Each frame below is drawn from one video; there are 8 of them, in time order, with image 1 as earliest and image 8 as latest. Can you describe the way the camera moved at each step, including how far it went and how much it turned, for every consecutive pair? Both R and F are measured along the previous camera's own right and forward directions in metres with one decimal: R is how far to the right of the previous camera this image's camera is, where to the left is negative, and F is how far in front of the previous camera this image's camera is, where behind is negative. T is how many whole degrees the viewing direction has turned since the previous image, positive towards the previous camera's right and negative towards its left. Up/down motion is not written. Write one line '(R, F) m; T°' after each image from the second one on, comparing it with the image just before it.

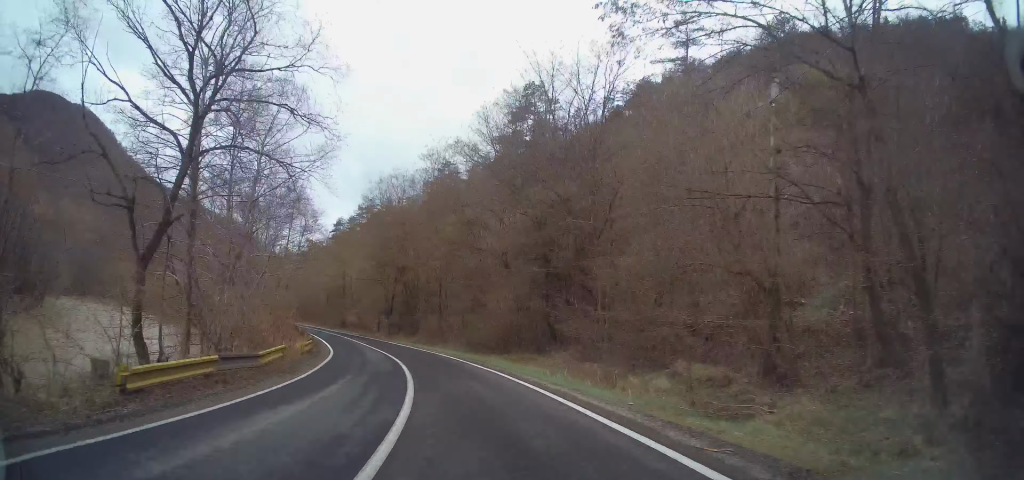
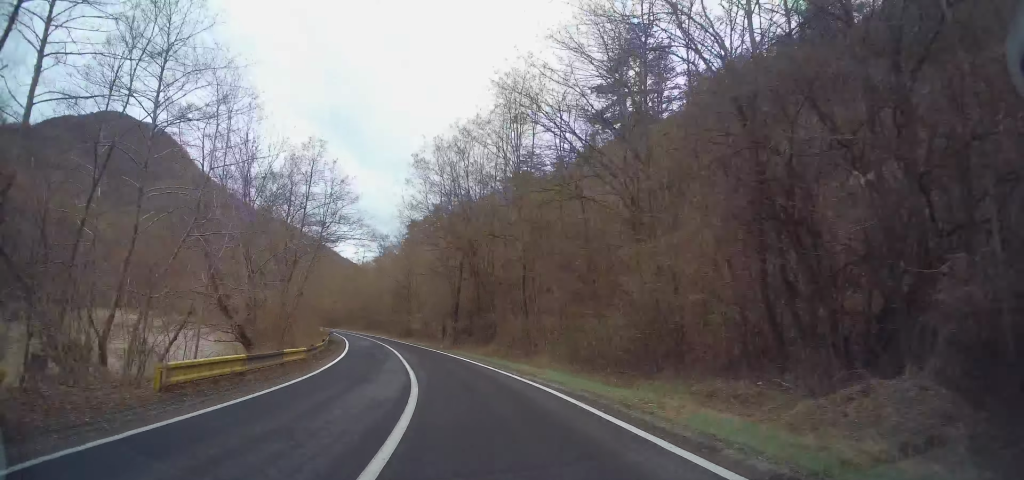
(-0.8, +15.6) m; -7°
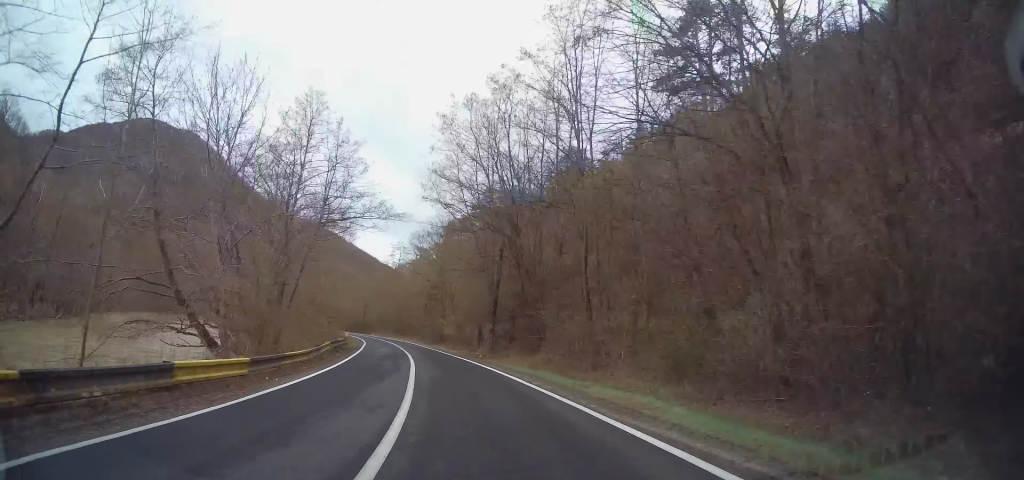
(-0.2, +8.2) m; -4°
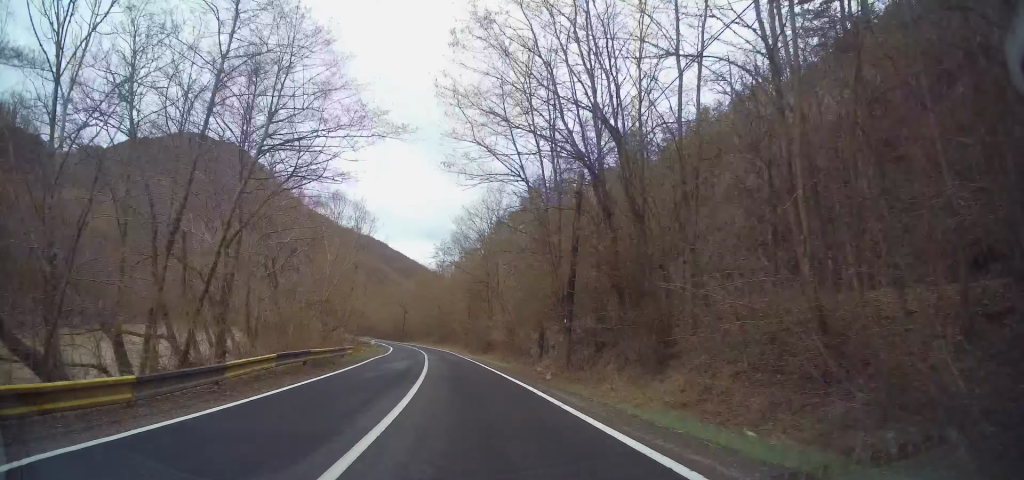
(-0.8, +13.1) m; -6°
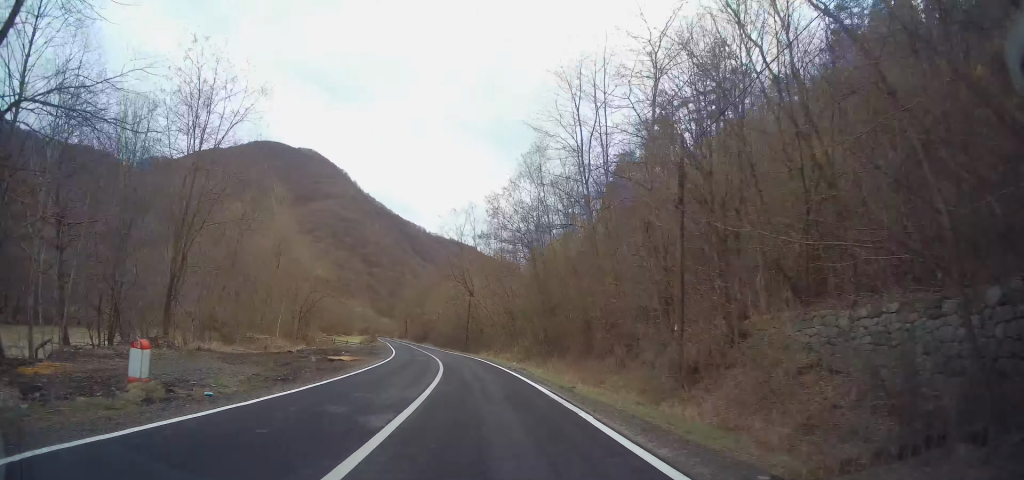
(-7.1, +53.5) m; -12°
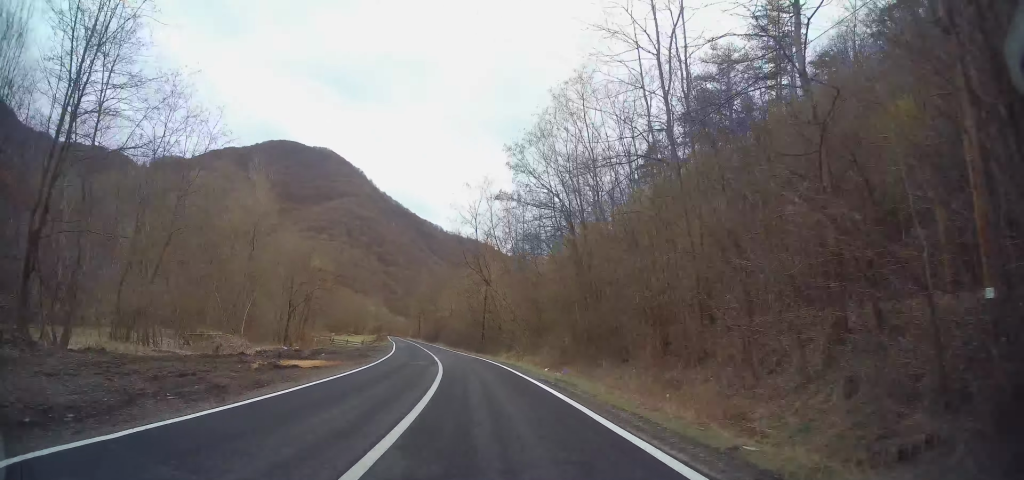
(-0.2, +9.7) m; -2°
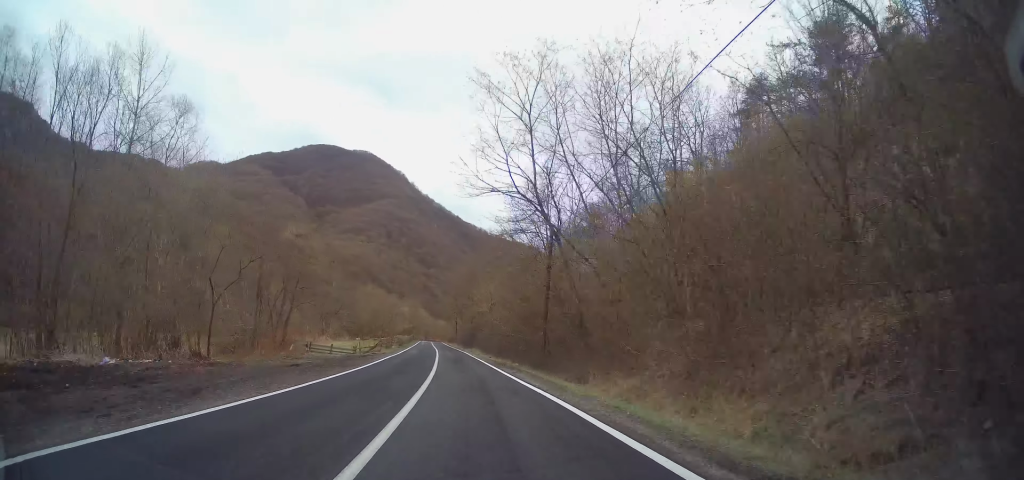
(-1.2, +24.9) m; -5°
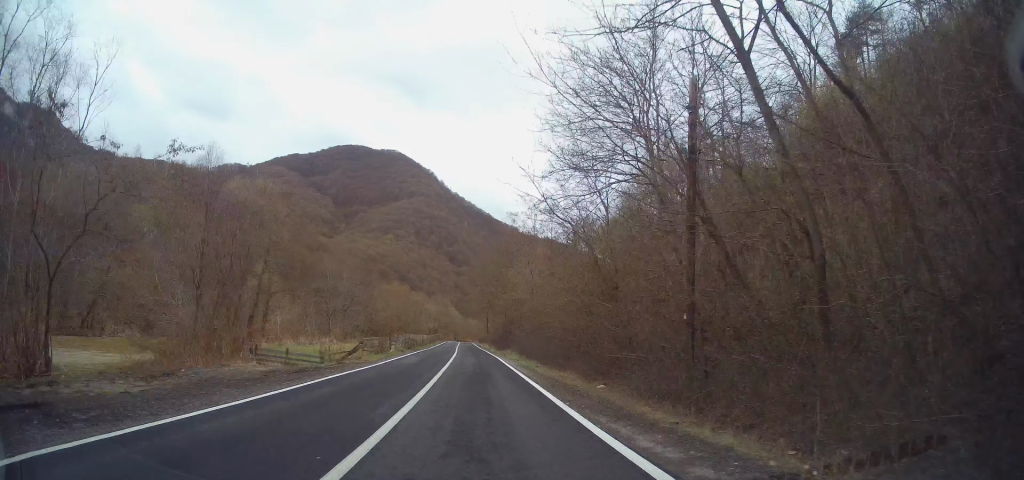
(-0.5, +17.5) m; -3°
